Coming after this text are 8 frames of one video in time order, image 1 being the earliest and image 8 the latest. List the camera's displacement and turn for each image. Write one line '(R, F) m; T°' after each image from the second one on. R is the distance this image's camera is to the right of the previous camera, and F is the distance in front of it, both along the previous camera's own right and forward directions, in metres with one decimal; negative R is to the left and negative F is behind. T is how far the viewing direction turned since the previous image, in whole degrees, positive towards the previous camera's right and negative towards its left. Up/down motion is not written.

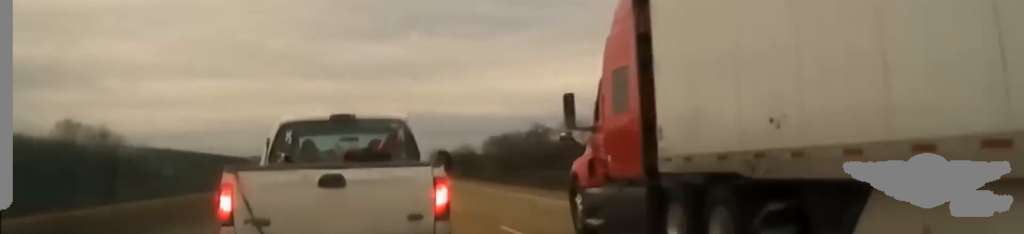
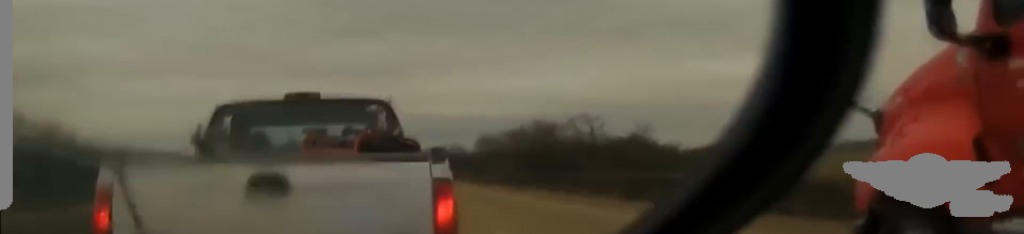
(0.0, +37.2) m; +2°
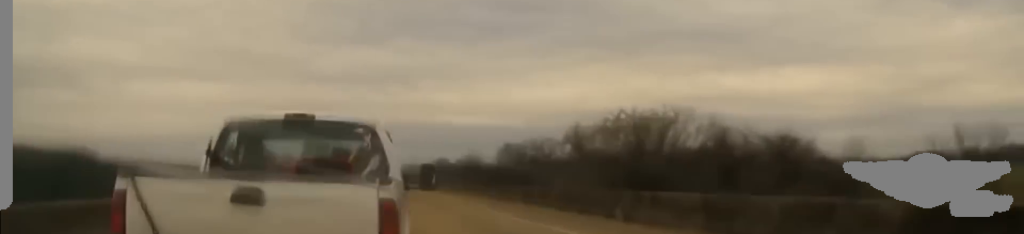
(+0.3, +61.2) m; -2°
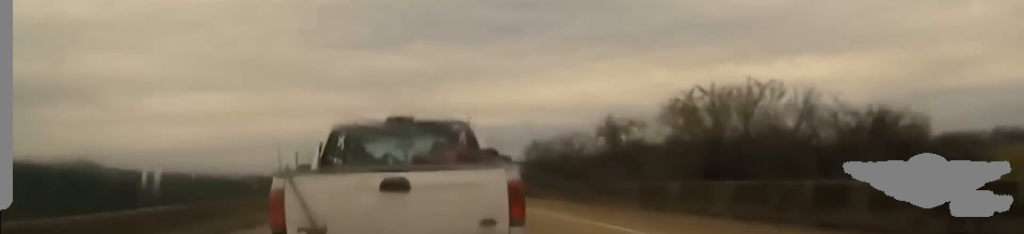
(-1.1, +19.0) m; -1°
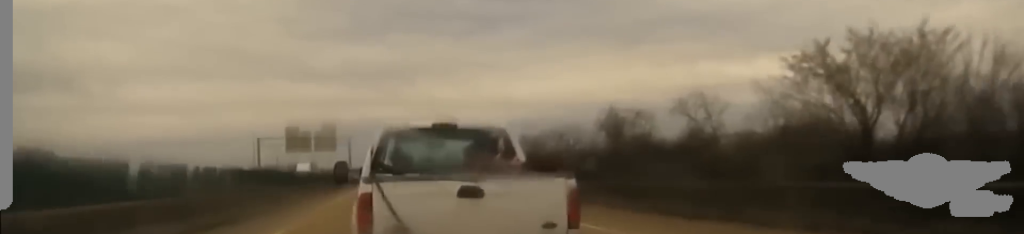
(+1.1, +28.8) m; +1°
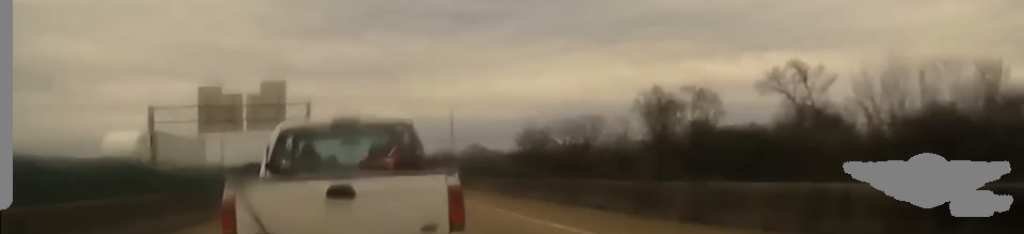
(+0.7, +63.2) m; +1°
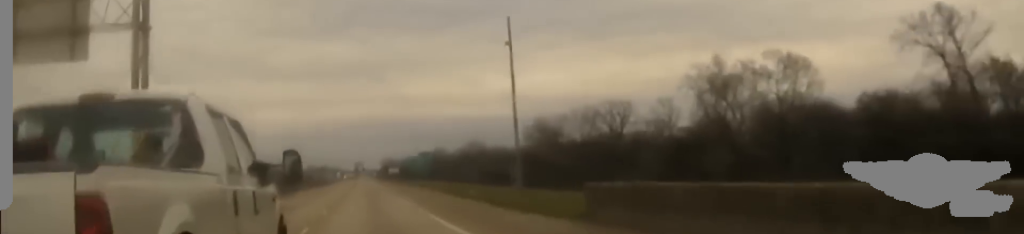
(+0.3, +50.8) m; 0°
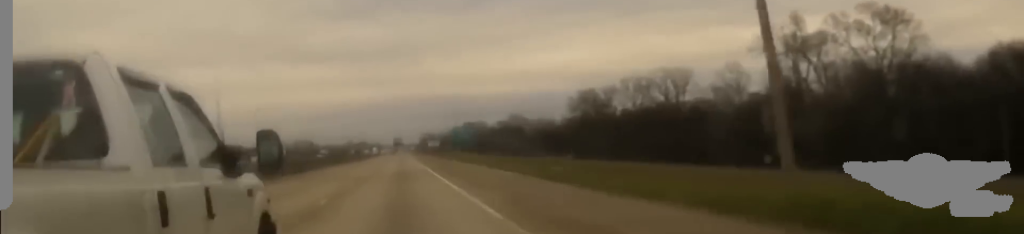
(0.0, +23.2) m; -1°
